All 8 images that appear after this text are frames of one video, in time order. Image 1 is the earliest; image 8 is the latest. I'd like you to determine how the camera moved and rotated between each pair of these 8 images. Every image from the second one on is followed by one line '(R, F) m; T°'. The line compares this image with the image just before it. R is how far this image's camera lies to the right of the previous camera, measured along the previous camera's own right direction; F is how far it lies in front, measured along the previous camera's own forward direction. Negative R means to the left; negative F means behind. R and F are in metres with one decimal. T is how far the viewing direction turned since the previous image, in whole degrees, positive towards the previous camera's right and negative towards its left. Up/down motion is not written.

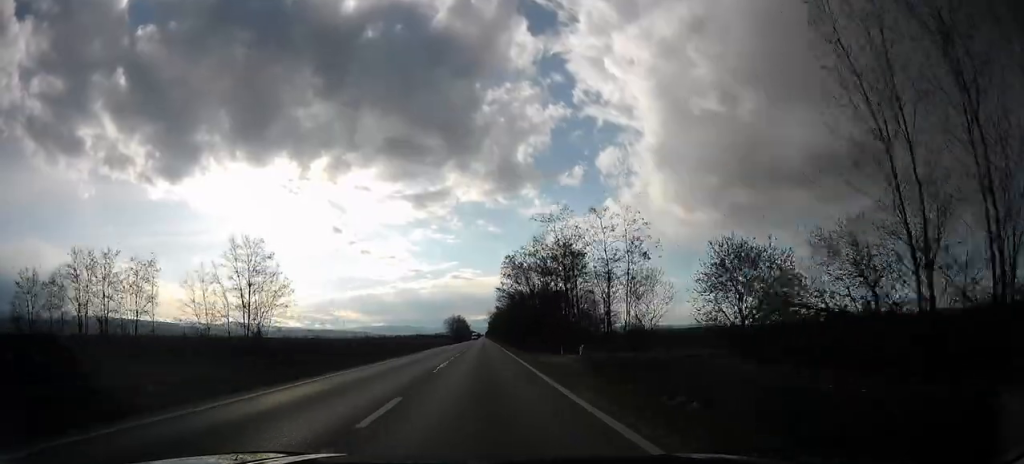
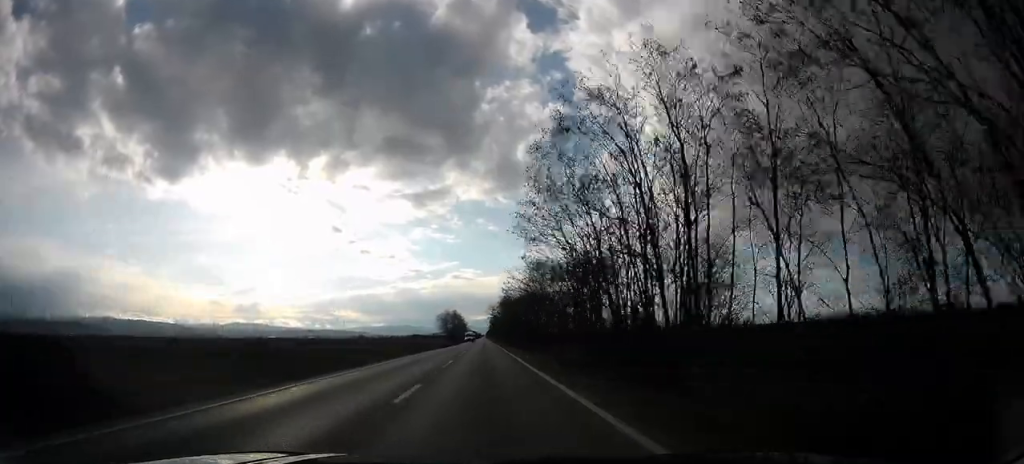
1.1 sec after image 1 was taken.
(0.0, +33.5) m; 0°
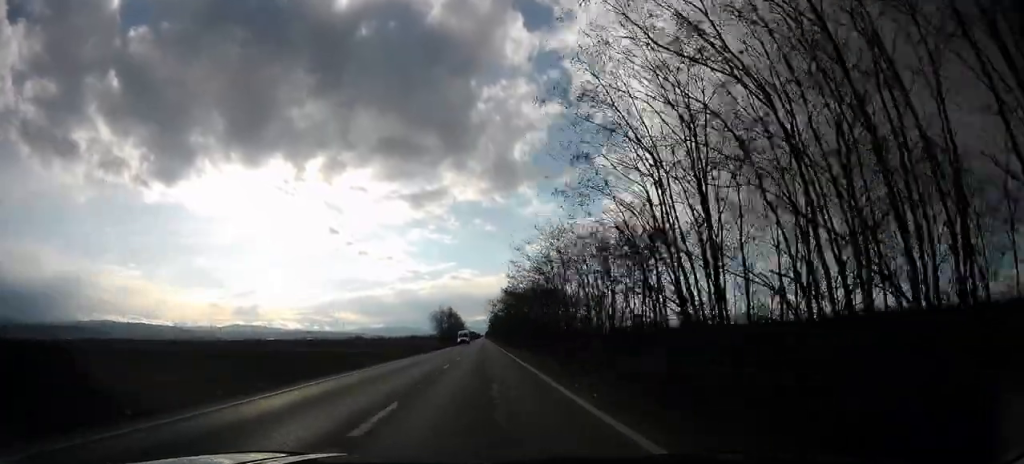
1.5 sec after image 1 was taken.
(0.0, +14.8) m; 0°
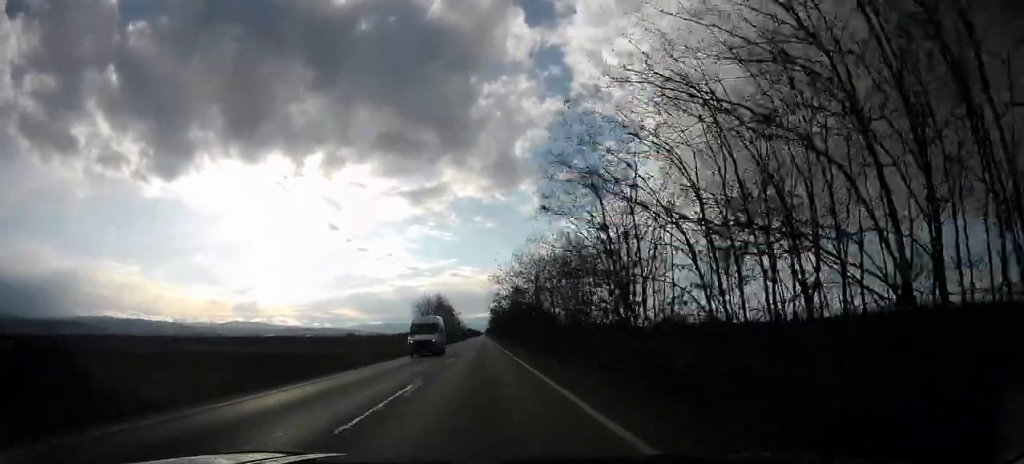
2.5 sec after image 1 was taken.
(-0.1, +31.8) m; -1°
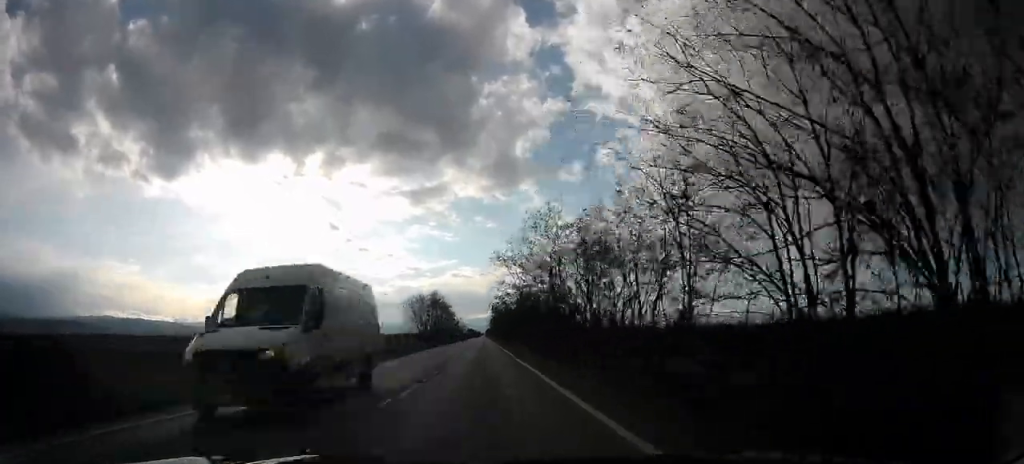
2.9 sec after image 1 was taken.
(-0.2, +12.9) m; 0°
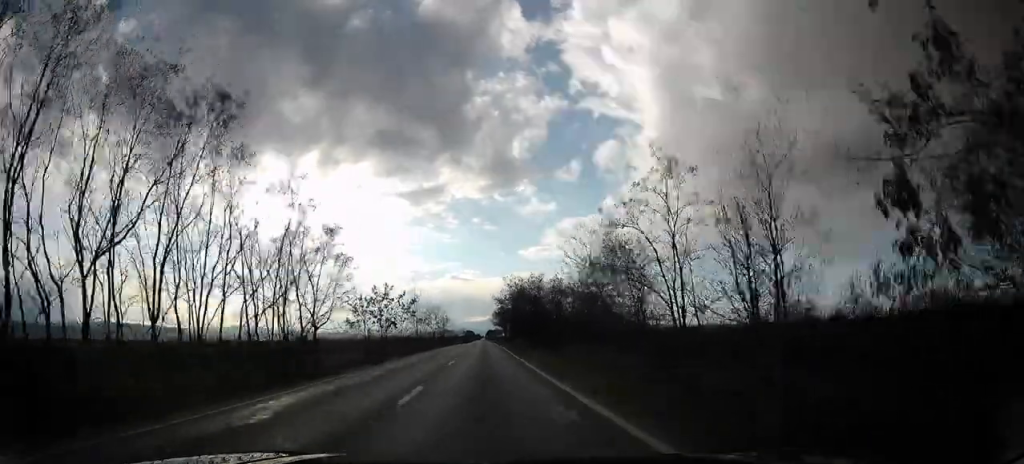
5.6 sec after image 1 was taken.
(-0.6, +85.2) m; 0°
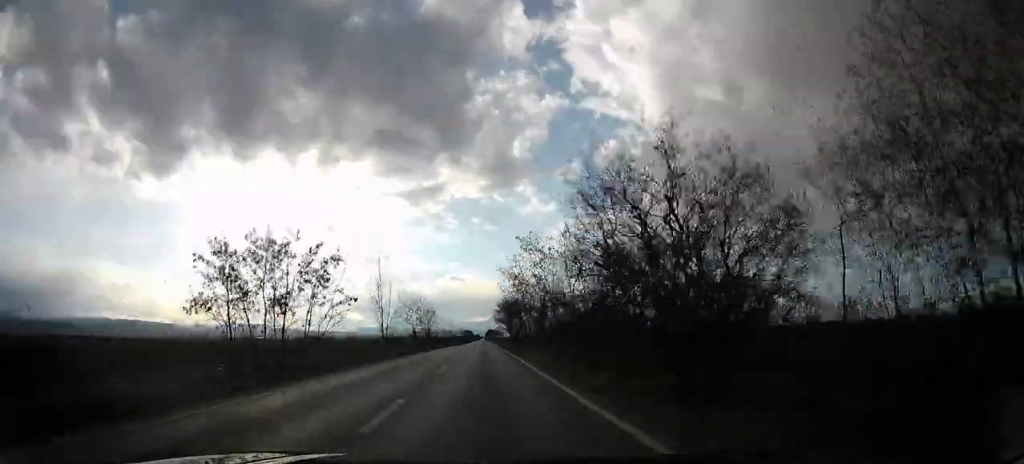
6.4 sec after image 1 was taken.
(0.0, +26.7) m; 0°
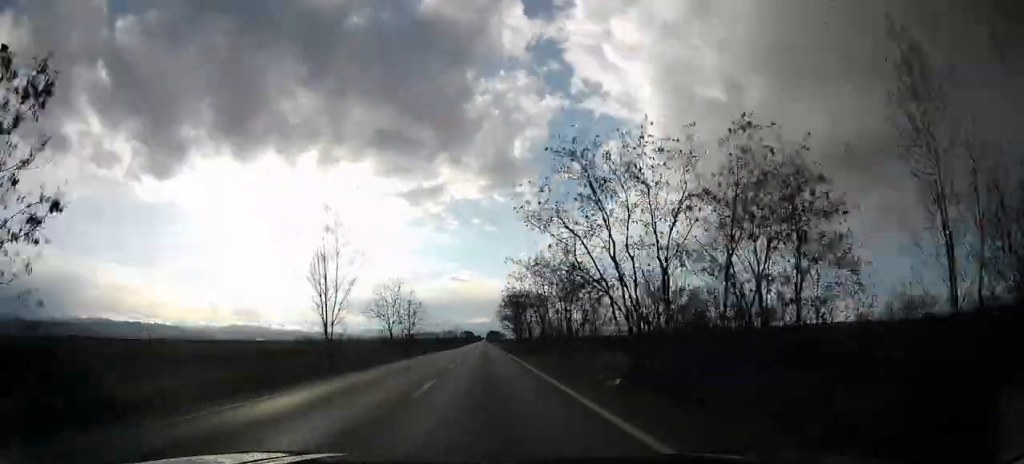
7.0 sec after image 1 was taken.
(+0.1, +19.2) m; 0°
